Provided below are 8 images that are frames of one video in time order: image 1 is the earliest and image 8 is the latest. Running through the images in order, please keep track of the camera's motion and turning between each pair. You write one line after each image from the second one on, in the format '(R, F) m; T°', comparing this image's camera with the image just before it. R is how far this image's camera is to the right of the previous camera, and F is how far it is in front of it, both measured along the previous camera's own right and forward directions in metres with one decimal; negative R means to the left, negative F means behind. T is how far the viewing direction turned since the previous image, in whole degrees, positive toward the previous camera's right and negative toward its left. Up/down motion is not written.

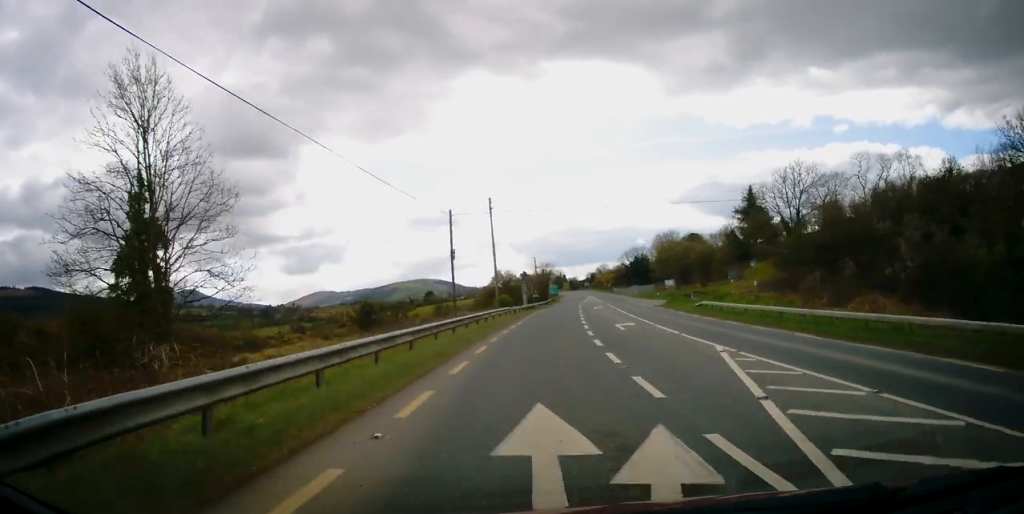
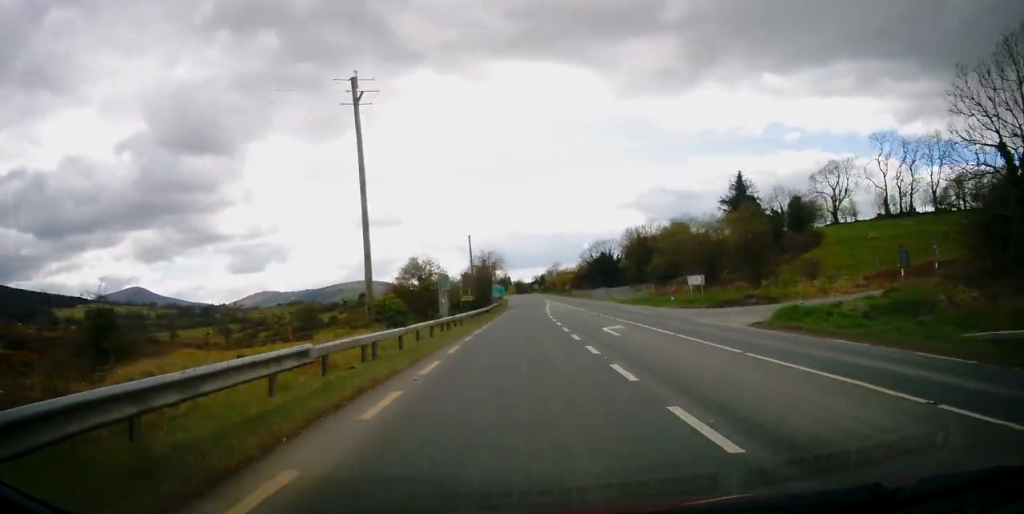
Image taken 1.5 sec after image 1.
(+2.2, +32.3) m; +6°
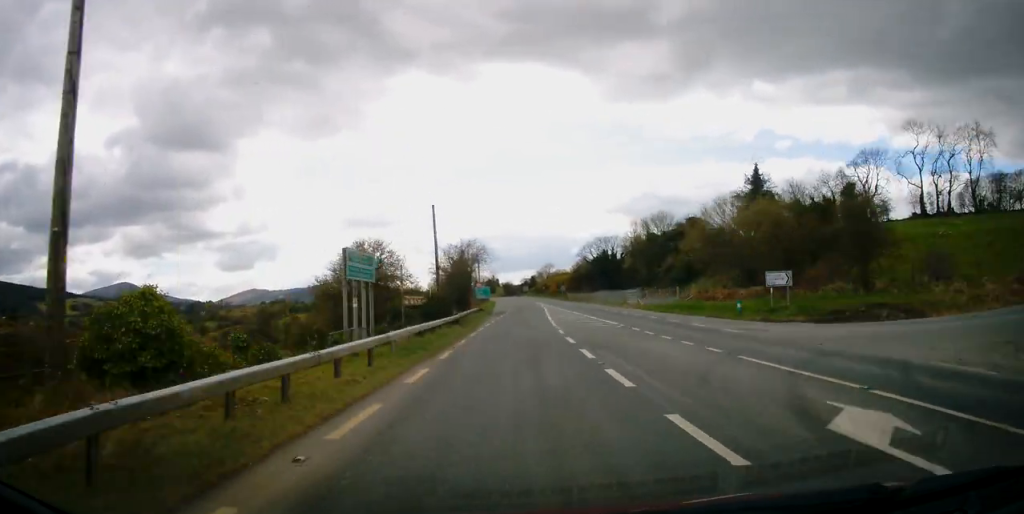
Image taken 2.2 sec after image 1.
(+0.3, +17.0) m; +1°
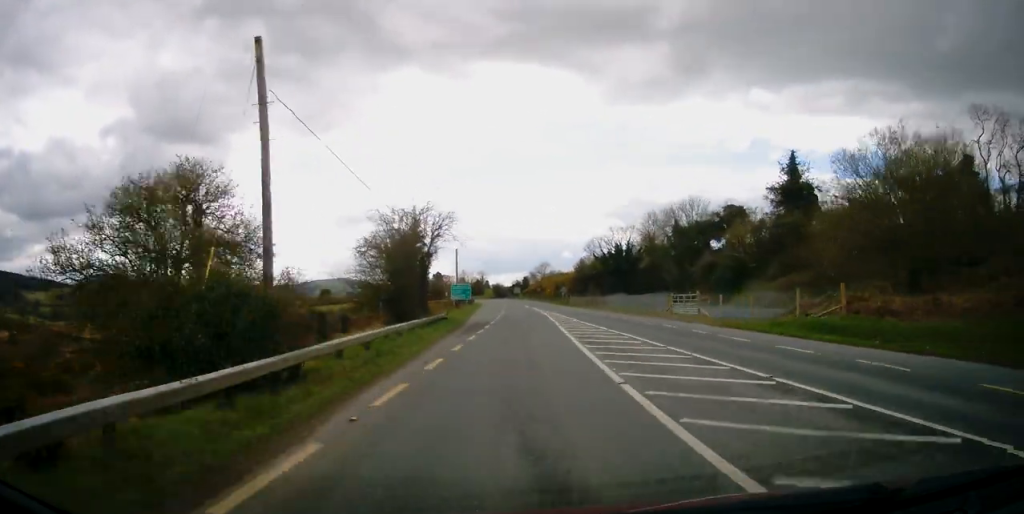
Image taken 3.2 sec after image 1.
(+0.2, +22.3) m; +1°
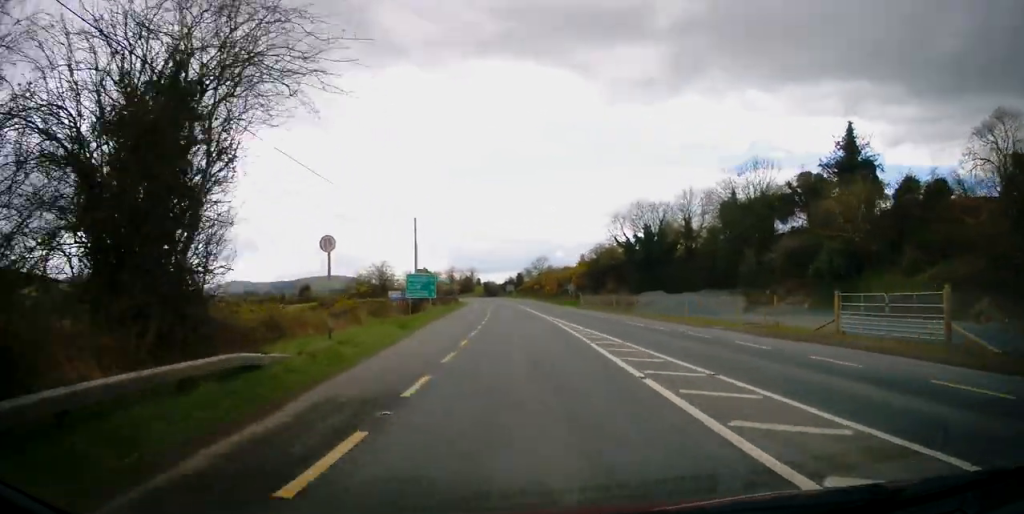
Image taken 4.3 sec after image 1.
(+0.2, +24.0) m; +1°
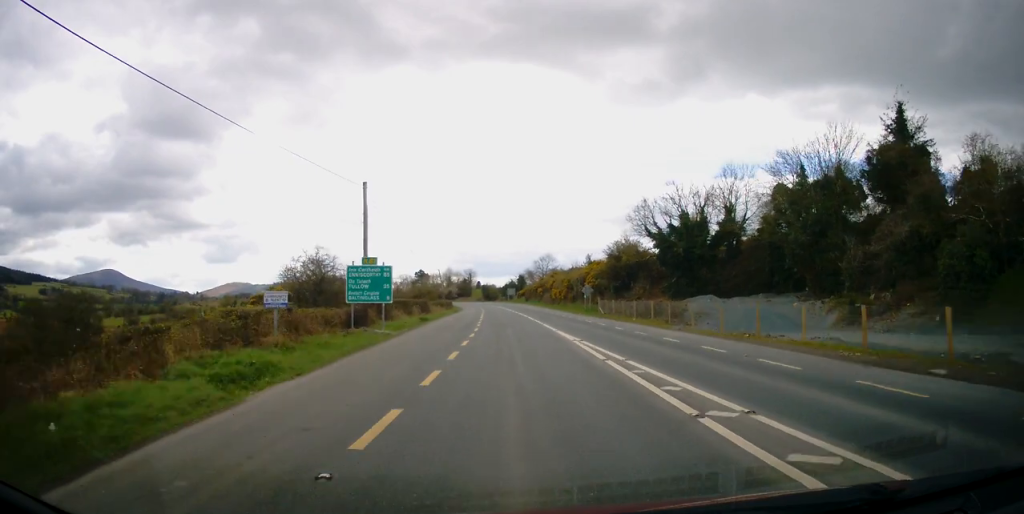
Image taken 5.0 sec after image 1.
(0.0, +15.0) m; 0°
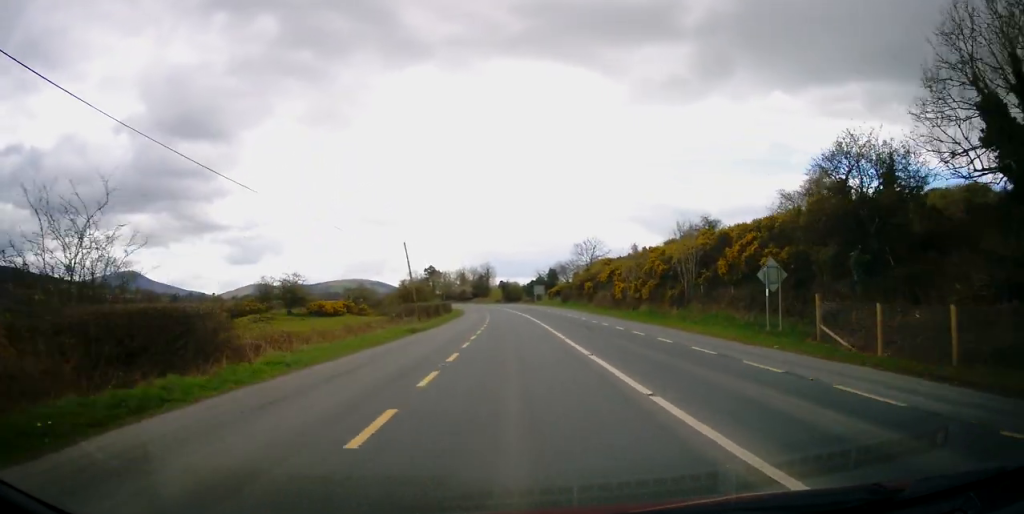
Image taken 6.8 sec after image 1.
(-0.2, +40.3) m; -2°
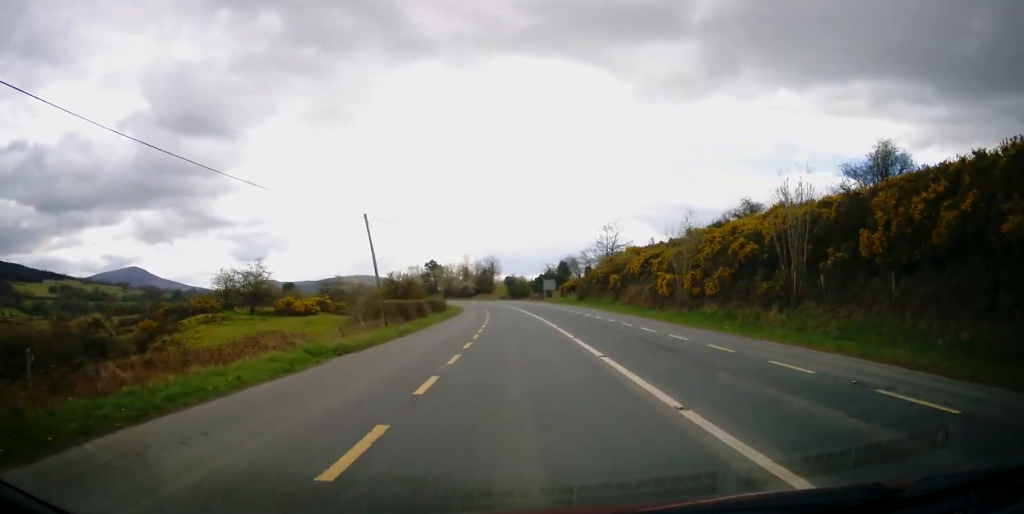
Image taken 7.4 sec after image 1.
(-0.4, +13.2) m; -1°
